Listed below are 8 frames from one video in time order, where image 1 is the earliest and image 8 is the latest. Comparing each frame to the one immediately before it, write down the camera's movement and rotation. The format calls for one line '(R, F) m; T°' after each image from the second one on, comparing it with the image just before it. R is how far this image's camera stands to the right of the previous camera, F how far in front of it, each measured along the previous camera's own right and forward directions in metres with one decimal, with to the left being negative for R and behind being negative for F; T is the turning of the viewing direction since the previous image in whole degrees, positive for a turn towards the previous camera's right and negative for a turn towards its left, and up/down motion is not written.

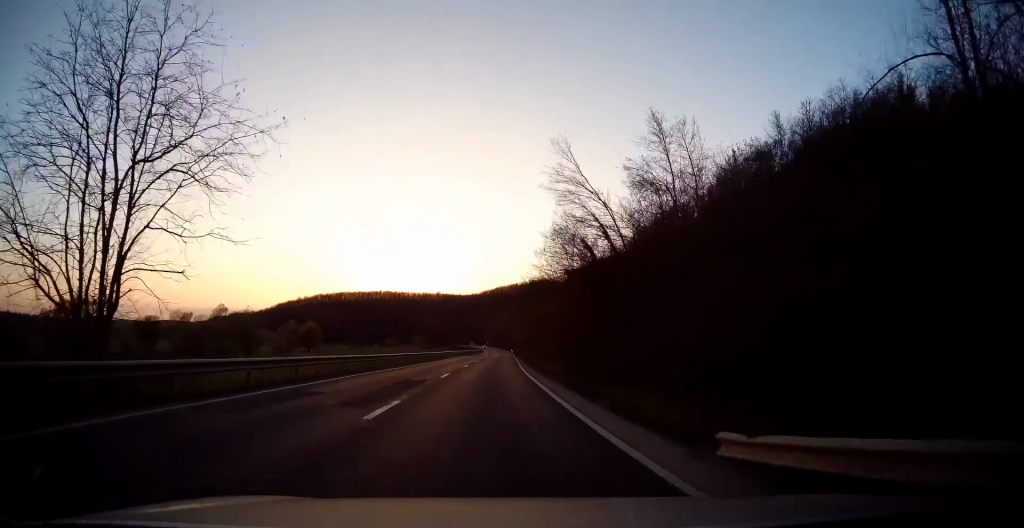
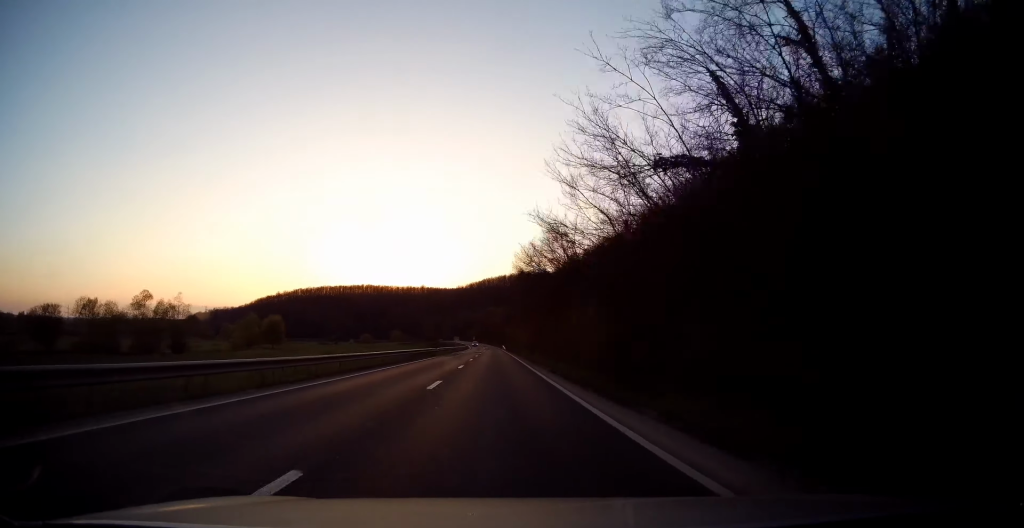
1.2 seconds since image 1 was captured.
(+0.4, +30.9) m; +2°
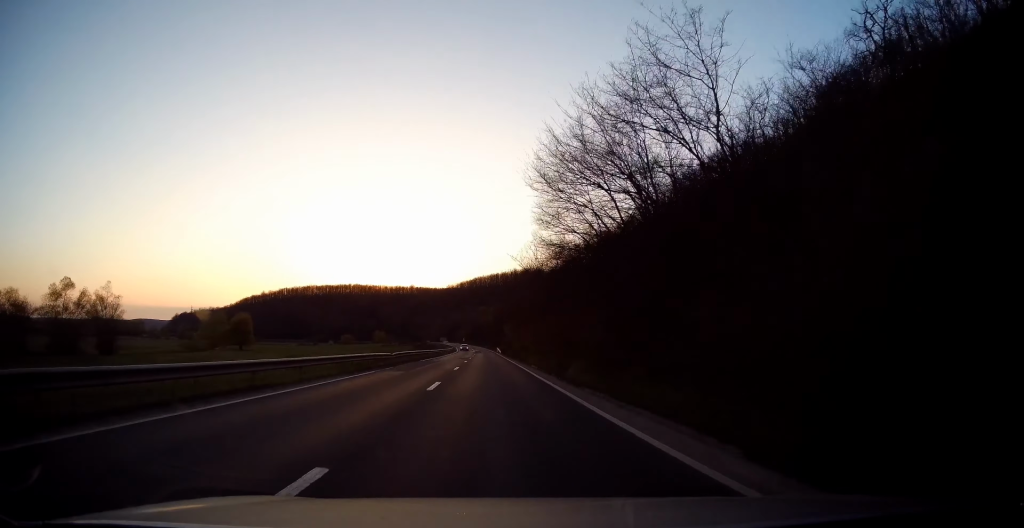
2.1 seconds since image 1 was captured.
(+0.4, +24.3) m; +2°
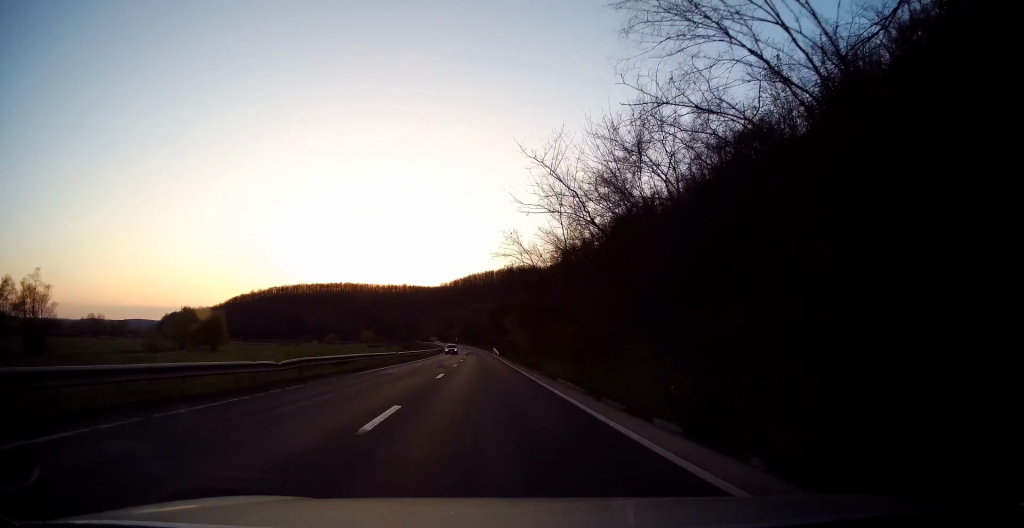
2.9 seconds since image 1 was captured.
(+0.3, +19.3) m; 0°
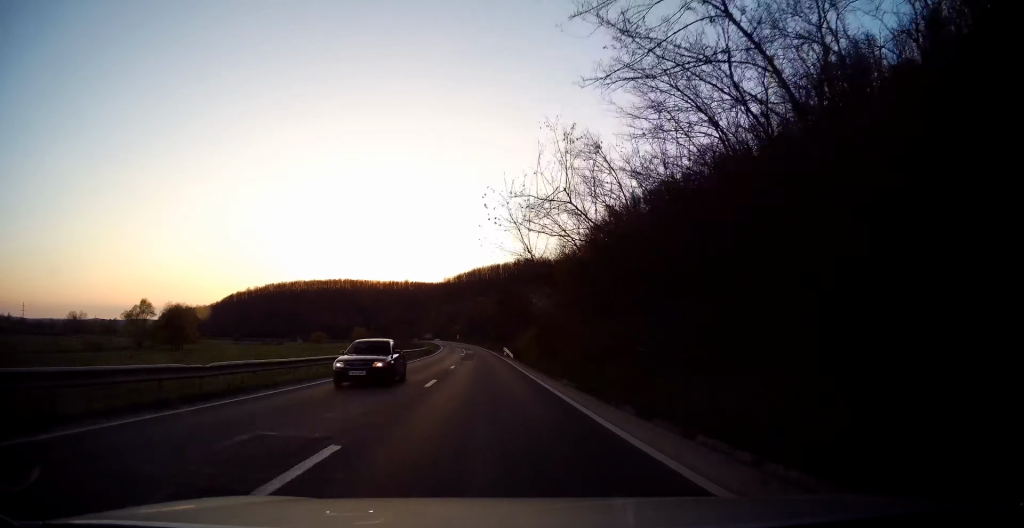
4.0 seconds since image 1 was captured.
(-0.3, +29.0) m; -1°
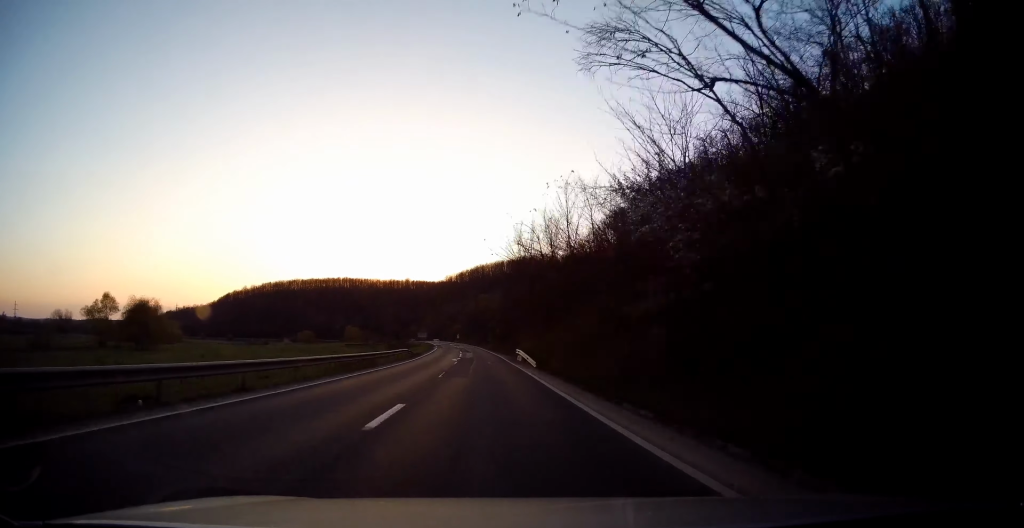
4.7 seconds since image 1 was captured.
(0.0, +20.2) m; 0°
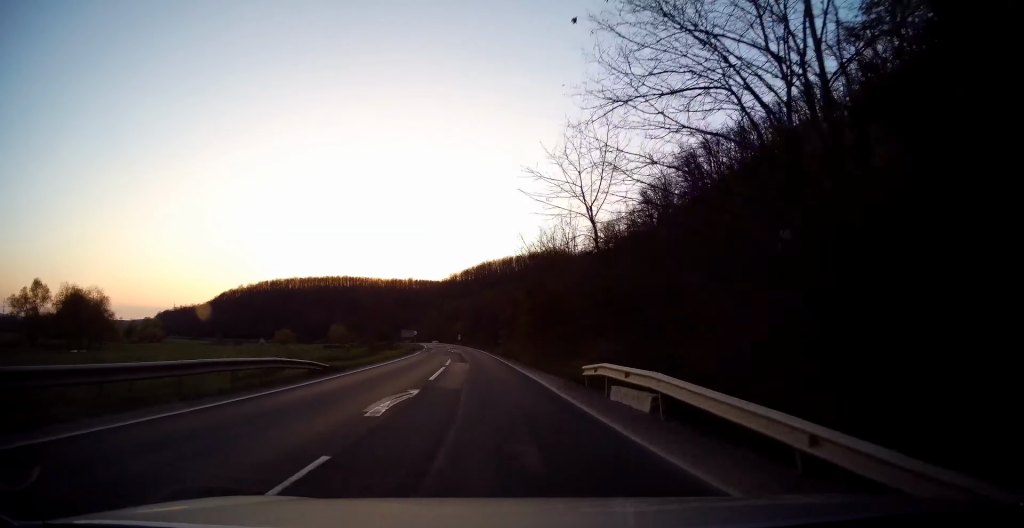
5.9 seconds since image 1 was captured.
(0.0, +30.8) m; 0°
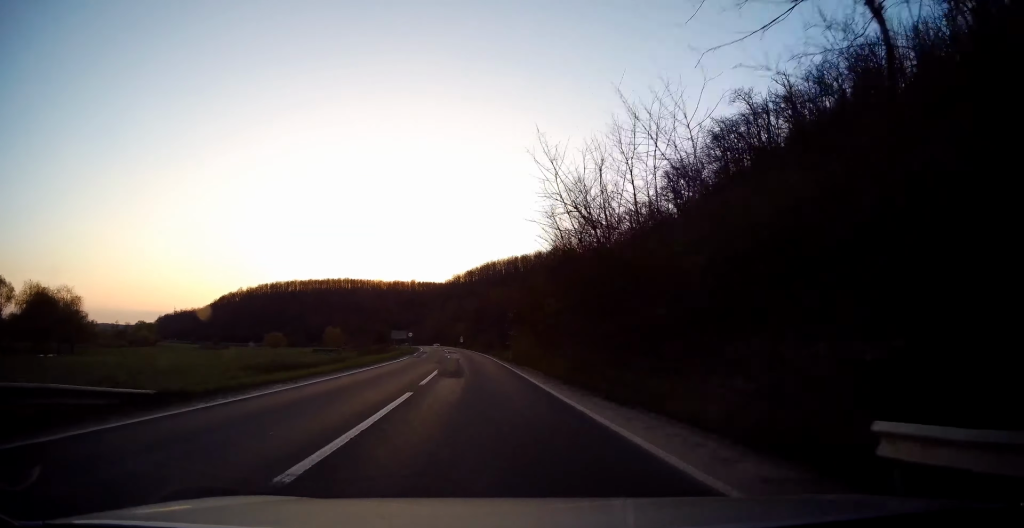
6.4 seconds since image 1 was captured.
(0.0, +13.2) m; 0°
